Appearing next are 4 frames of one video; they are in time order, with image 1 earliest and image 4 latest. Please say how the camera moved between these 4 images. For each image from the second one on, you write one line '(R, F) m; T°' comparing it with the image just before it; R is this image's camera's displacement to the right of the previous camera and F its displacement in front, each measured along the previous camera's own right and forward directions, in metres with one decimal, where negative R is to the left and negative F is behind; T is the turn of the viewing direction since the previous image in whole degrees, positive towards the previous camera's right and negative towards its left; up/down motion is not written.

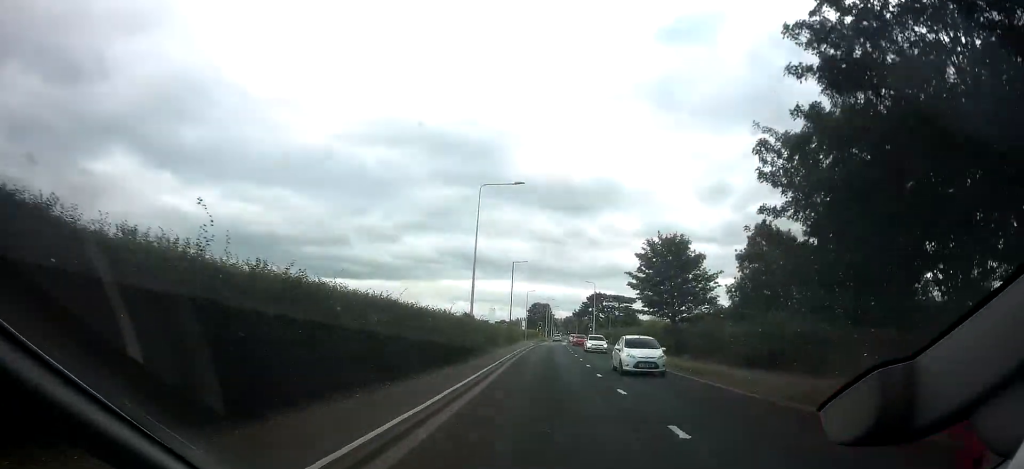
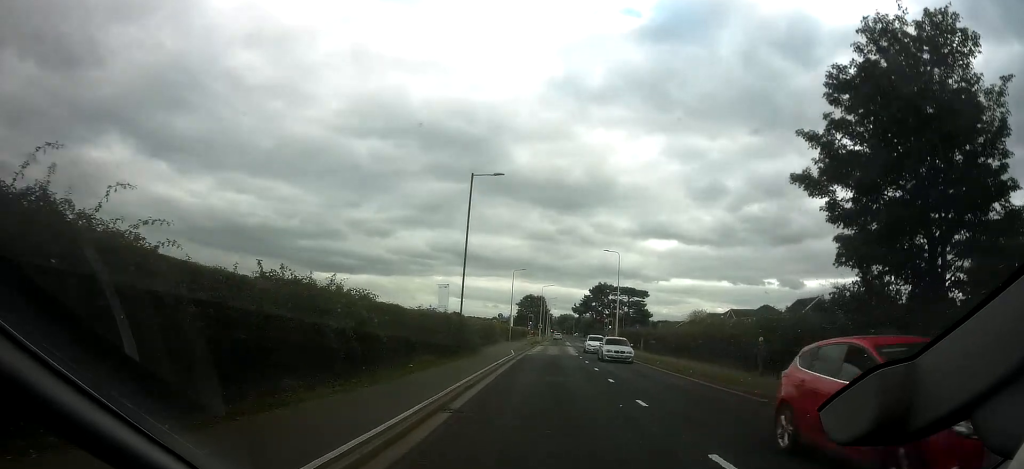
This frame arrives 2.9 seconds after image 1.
(+0.3, +37.2) m; +2°
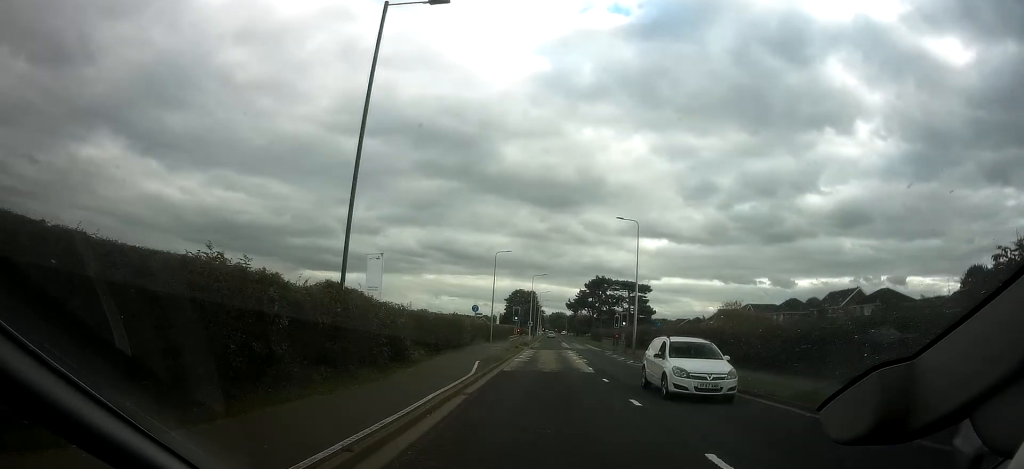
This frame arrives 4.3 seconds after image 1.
(-0.1, +17.3) m; 0°
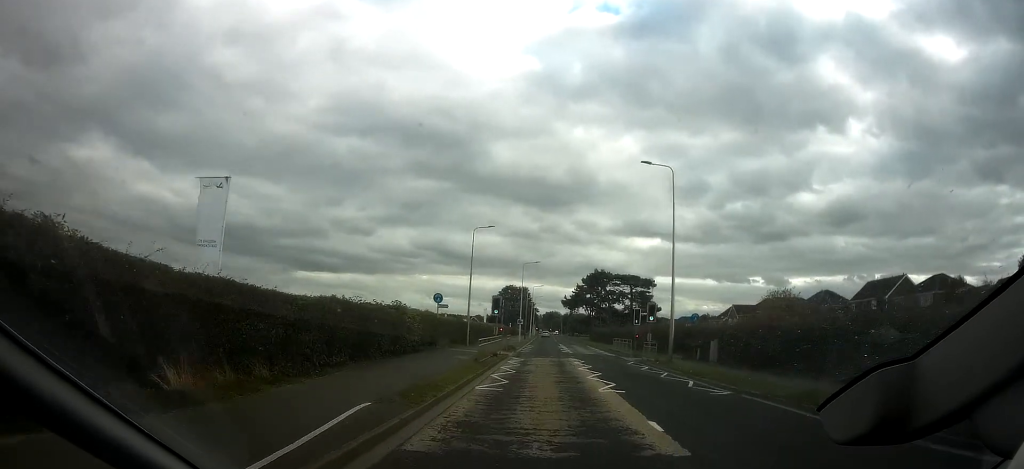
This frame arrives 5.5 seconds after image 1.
(+0.1, +15.0) m; +1°
